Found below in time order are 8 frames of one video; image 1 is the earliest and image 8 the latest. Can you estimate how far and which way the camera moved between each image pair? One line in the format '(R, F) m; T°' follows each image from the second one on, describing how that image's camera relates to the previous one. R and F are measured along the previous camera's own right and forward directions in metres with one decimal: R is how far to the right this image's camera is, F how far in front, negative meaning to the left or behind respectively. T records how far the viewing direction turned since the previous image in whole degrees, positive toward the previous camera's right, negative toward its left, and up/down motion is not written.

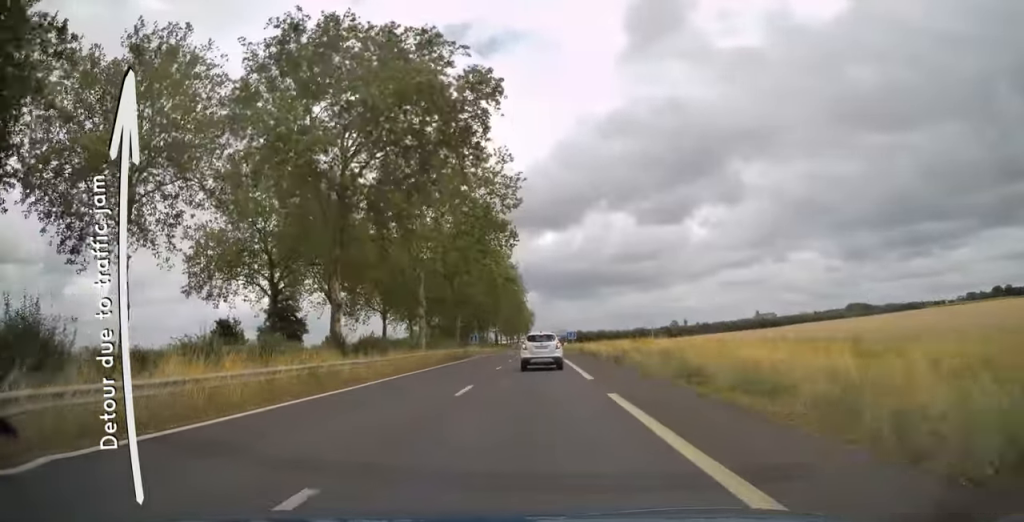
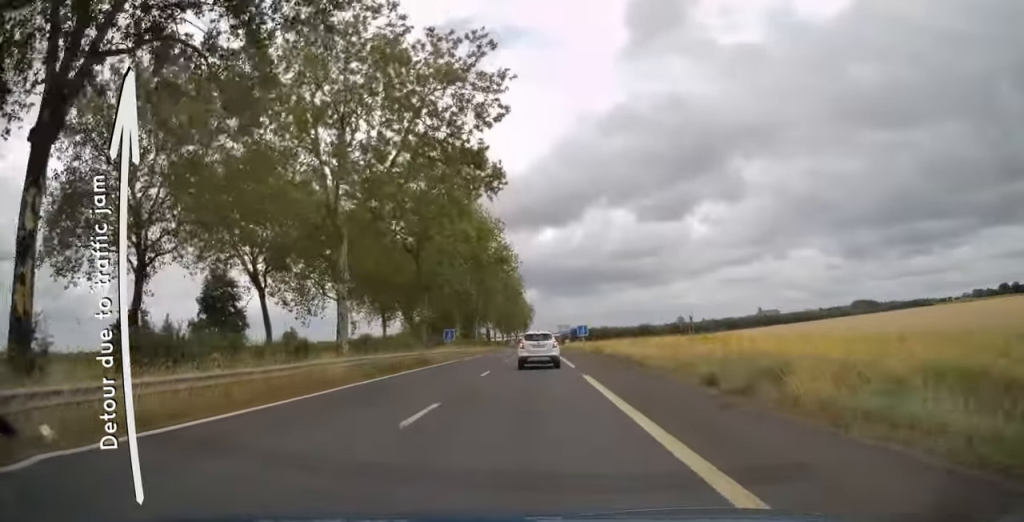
(+0.1, +19.3) m; 0°
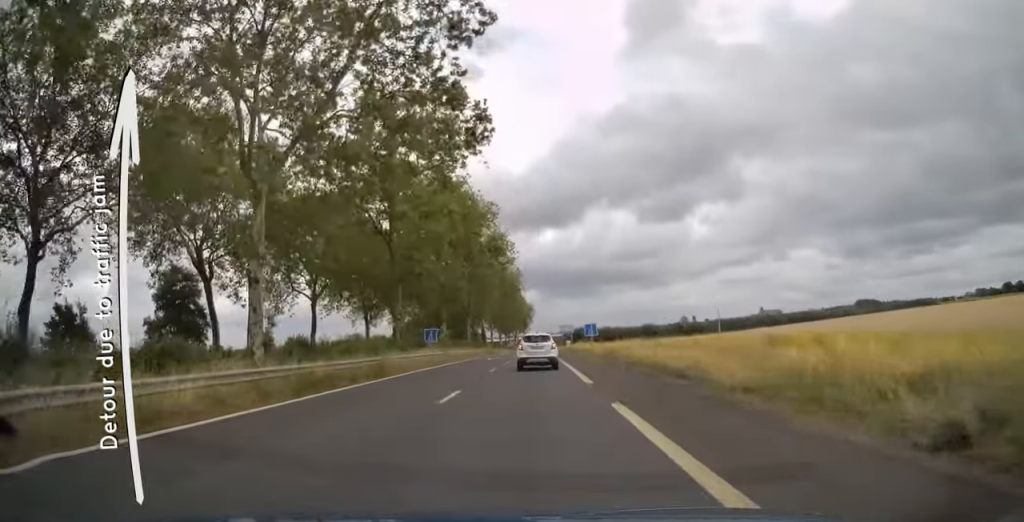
(+0.1, +9.3) m; -1°
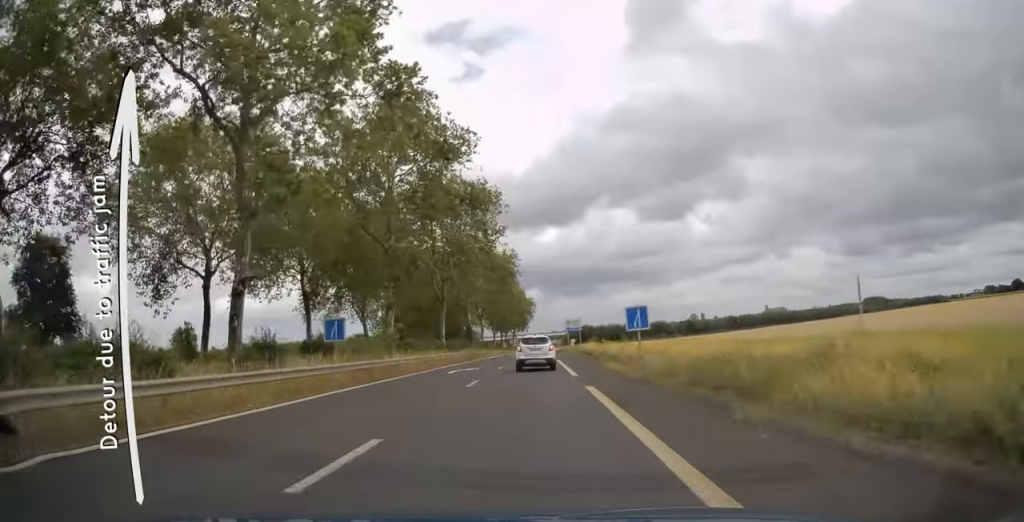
(-0.4, +21.6) m; 0°
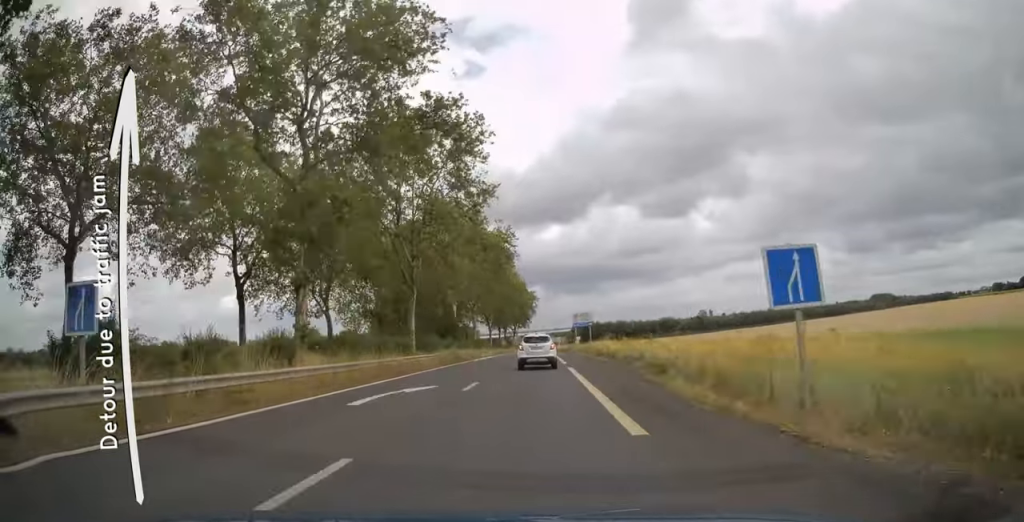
(+0.2, +14.8) m; +1°
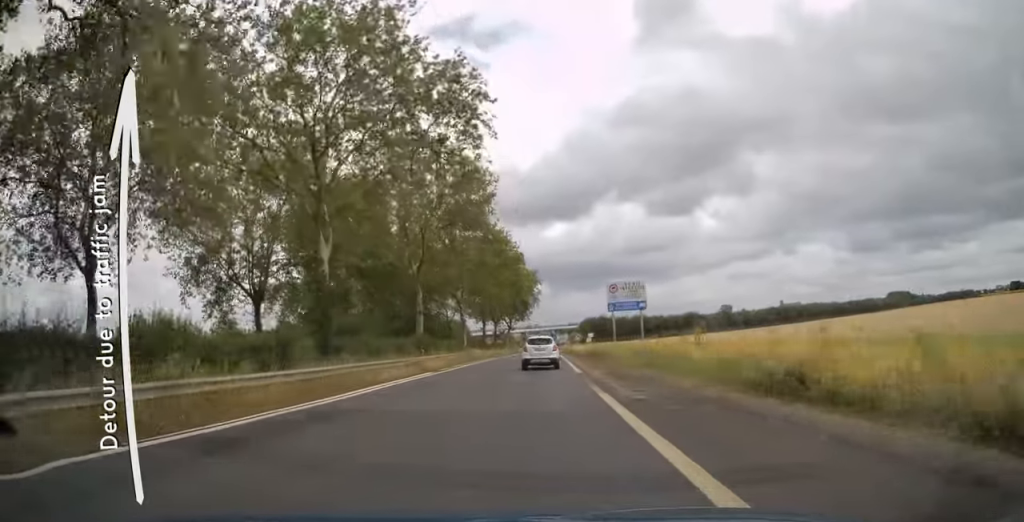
(+0.3, +38.2) m; 0°
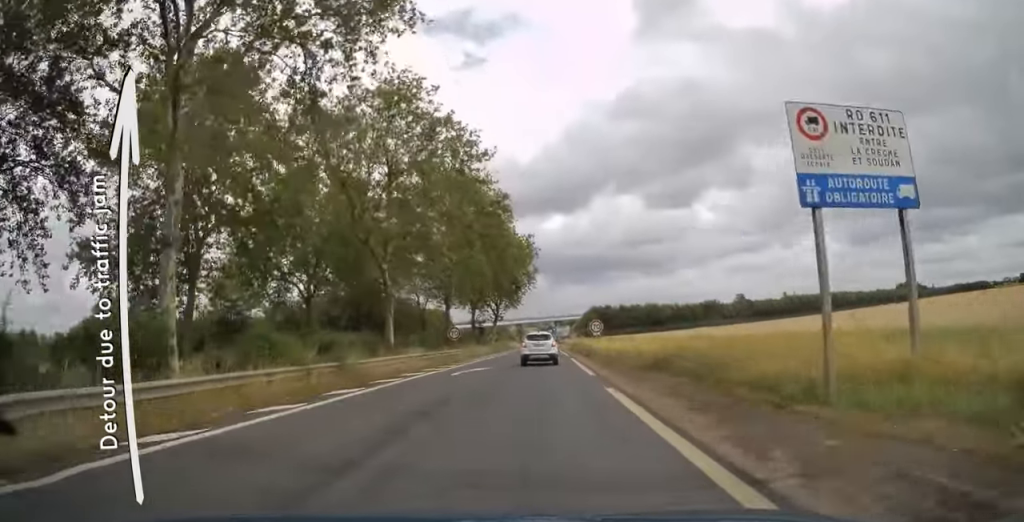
(-0.4, +29.8) m; -1°
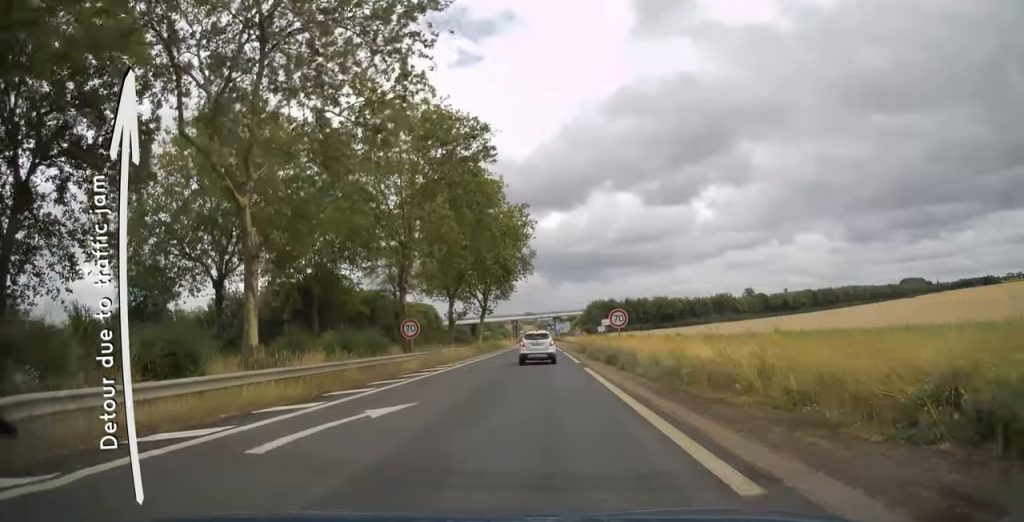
(+0.1, +15.9) m; +1°
